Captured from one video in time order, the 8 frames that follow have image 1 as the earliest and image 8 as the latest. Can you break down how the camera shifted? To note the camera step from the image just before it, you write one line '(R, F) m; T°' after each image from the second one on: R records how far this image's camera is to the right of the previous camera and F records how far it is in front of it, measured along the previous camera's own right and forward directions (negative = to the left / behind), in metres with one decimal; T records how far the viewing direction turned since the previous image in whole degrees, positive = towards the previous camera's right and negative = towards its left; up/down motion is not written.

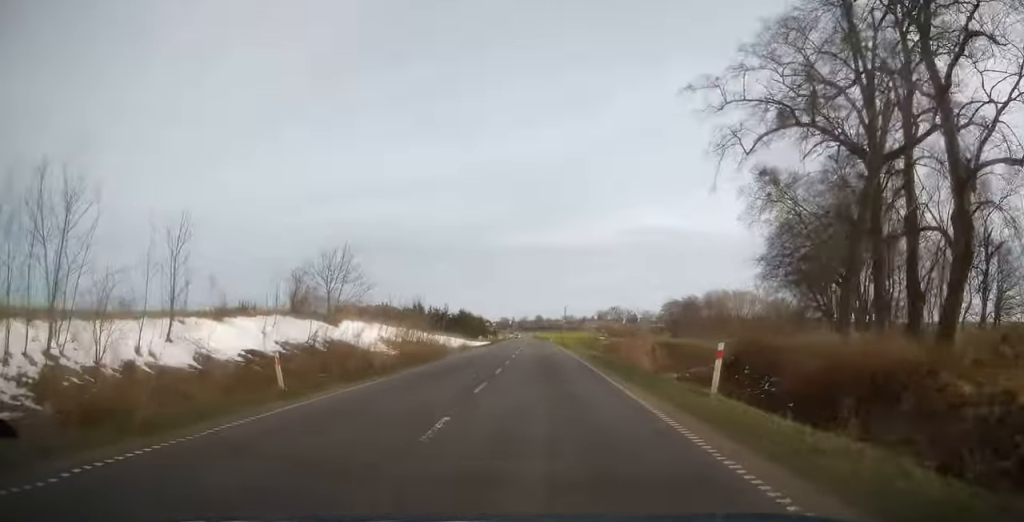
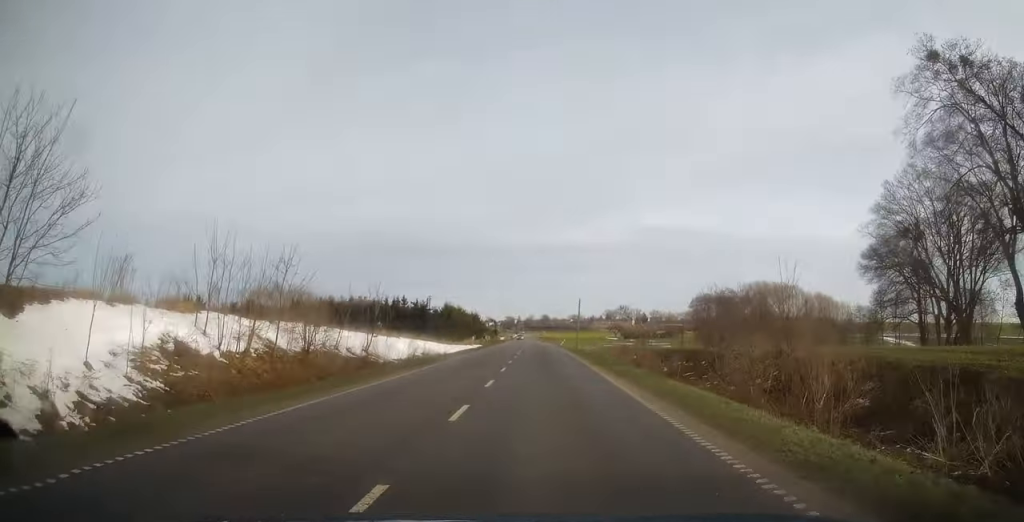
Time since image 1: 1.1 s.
(0.0, +27.5) m; -1°
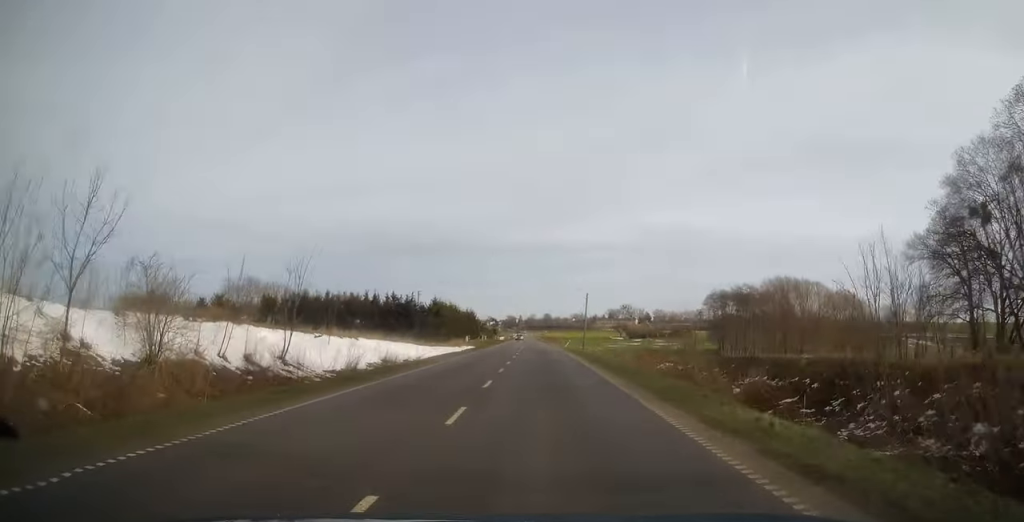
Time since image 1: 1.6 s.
(-0.2, +12.1) m; 0°
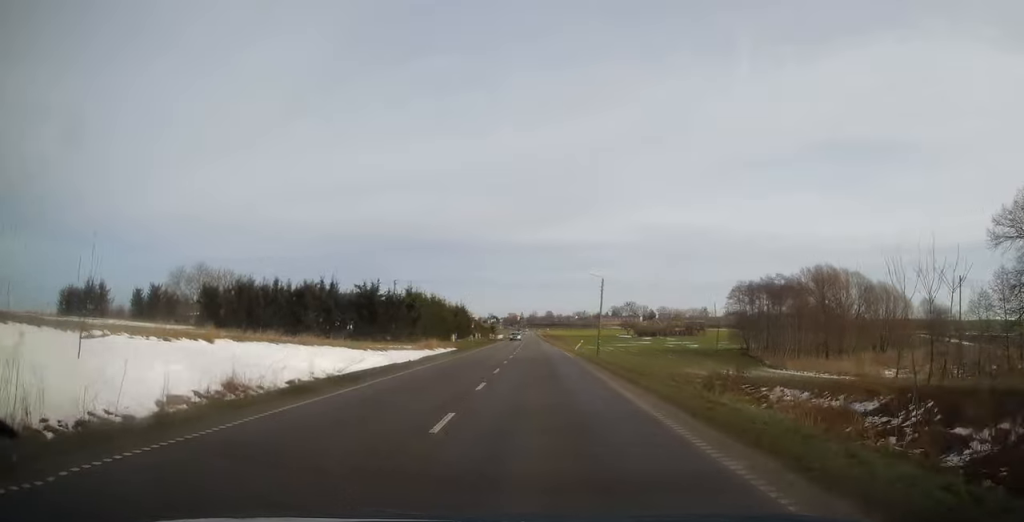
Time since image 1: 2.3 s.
(-0.2, +18.5) m; 0°
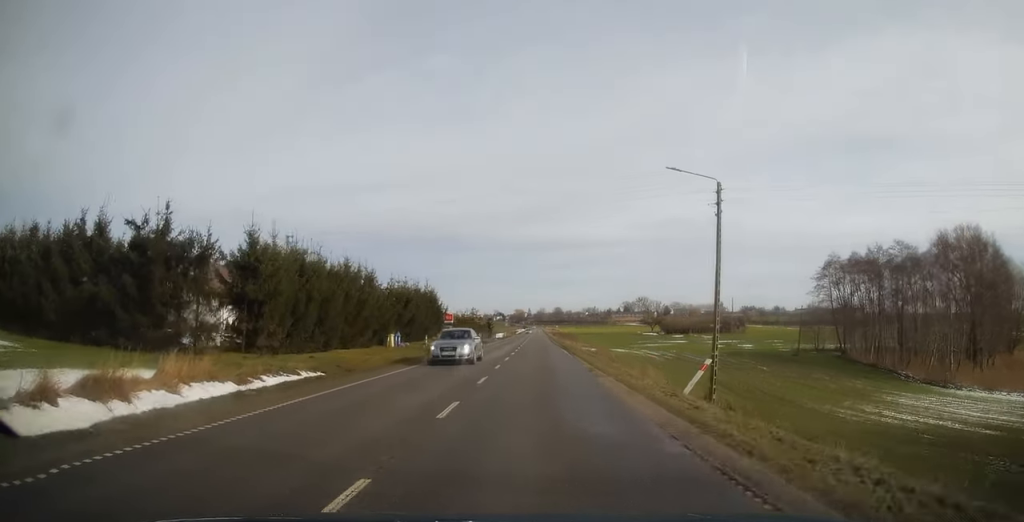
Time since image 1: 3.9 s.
(+0.1, +39.9) m; -1°
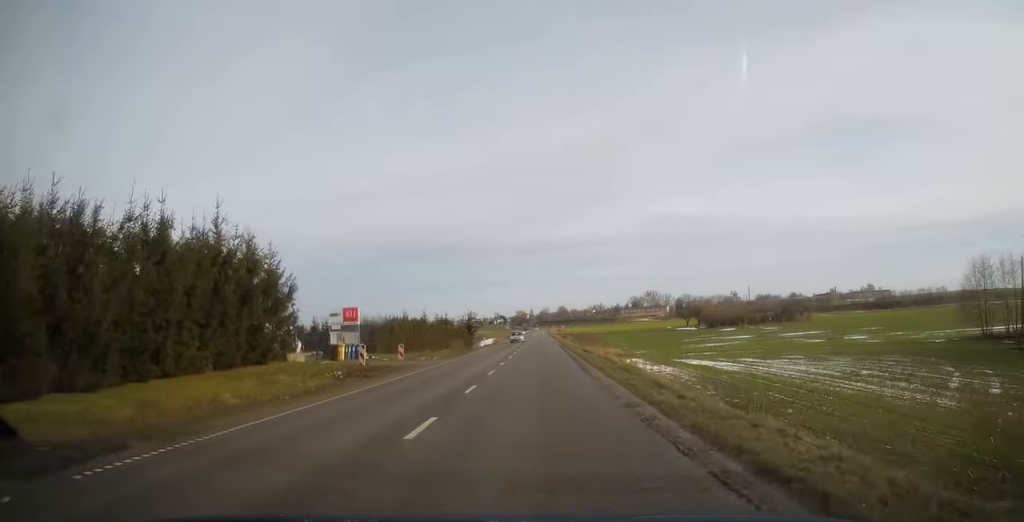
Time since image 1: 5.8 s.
(-0.2, +48.7) m; 0°
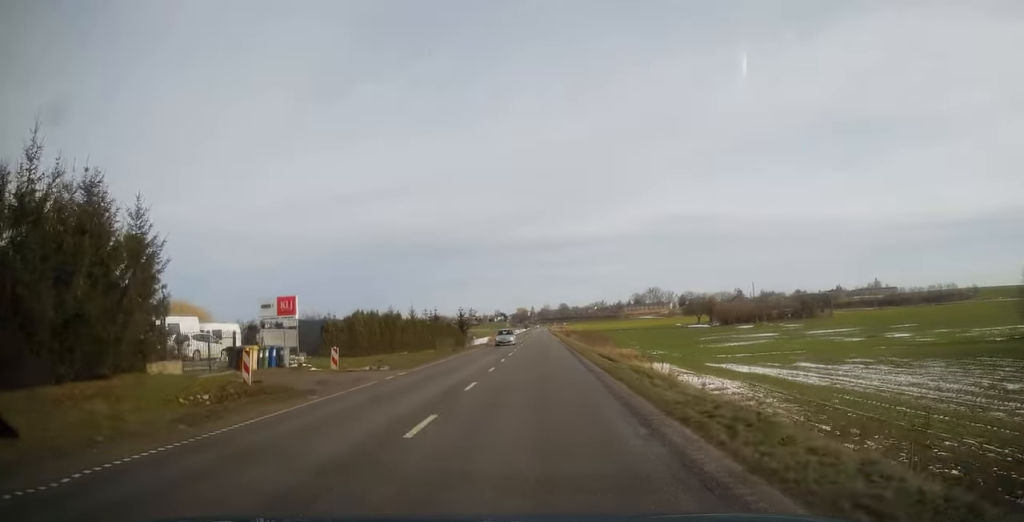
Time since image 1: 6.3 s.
(0.0, +11.8) m; 0°
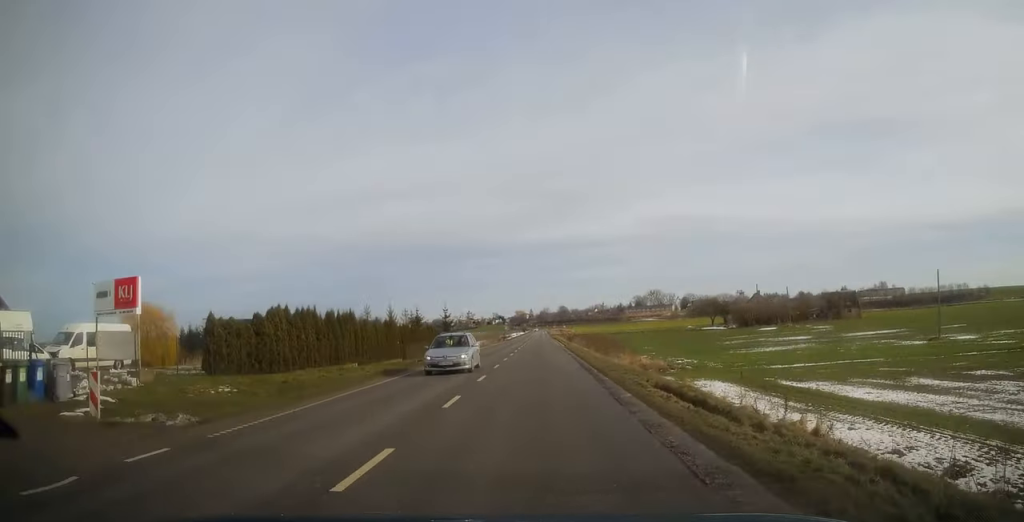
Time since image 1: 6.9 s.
(0.0, +14.3) m; 0°
